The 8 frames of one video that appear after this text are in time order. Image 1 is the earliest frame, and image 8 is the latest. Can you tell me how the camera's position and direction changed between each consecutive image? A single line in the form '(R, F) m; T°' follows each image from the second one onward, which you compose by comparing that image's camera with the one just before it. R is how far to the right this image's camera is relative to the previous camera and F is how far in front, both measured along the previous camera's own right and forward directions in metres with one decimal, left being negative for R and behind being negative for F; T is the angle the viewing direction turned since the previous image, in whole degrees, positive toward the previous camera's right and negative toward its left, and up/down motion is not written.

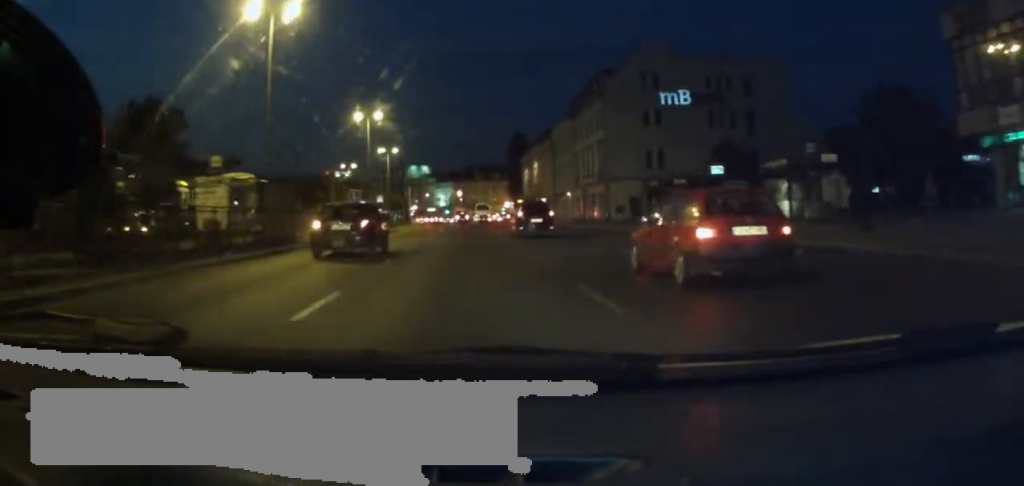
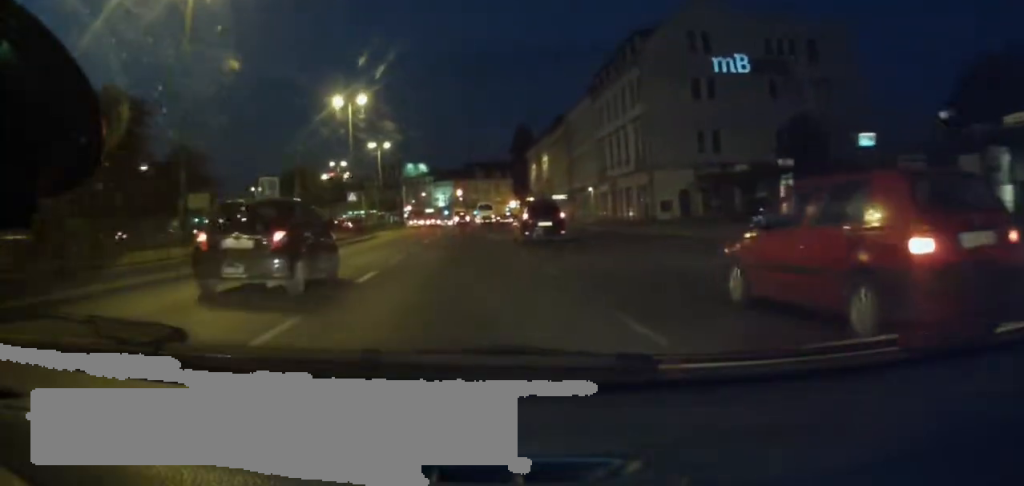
(+0.1, +14.5) m; 0°
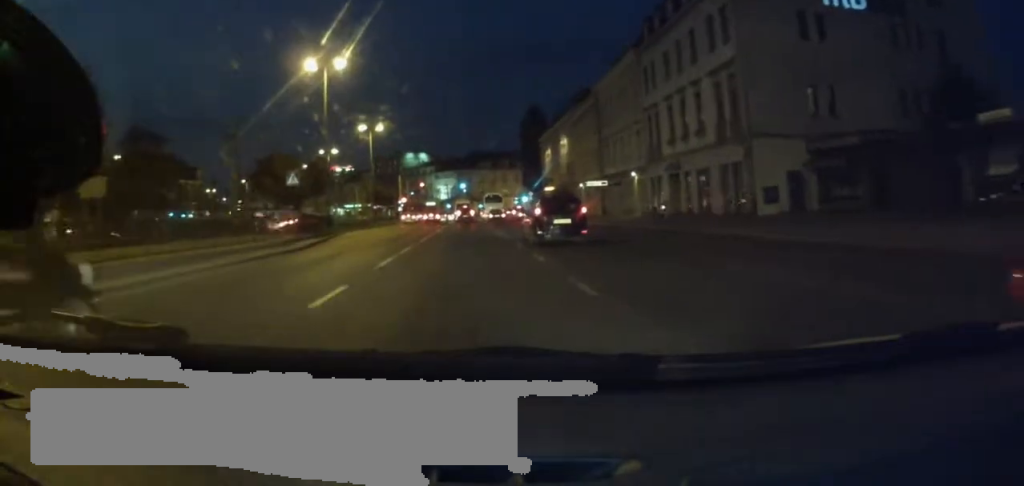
(-0.1, +17.1) m; -1°
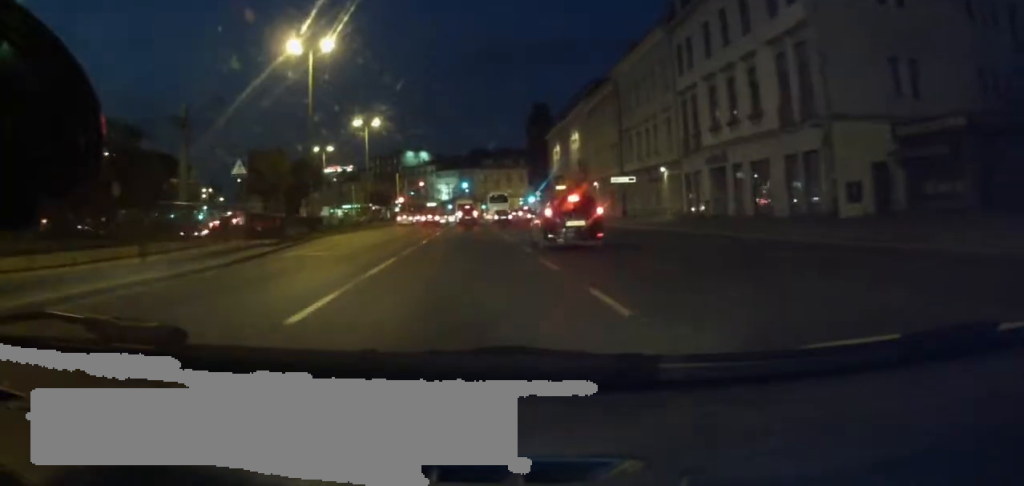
(-0.1, +7.9) m; -1°
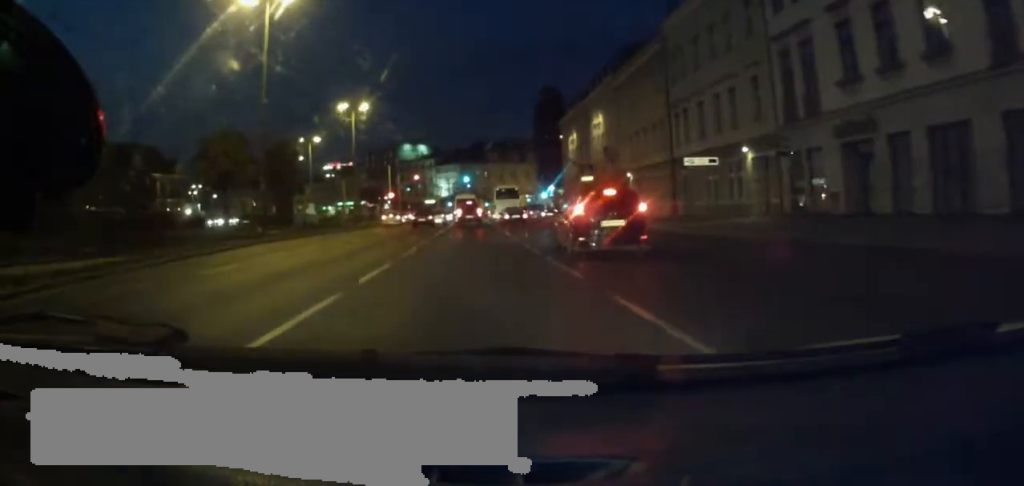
(0.0, +15.1) m; 0°
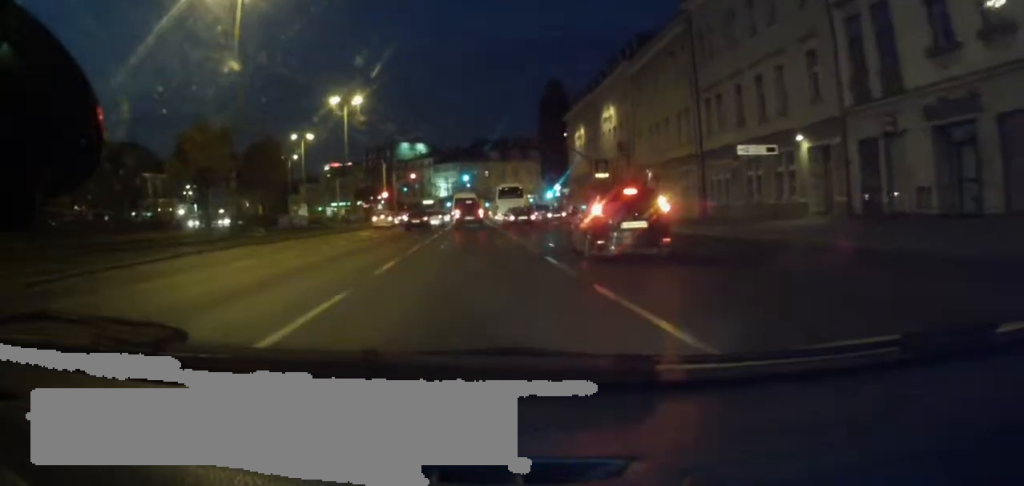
(0.0, +6.6) m; 0°
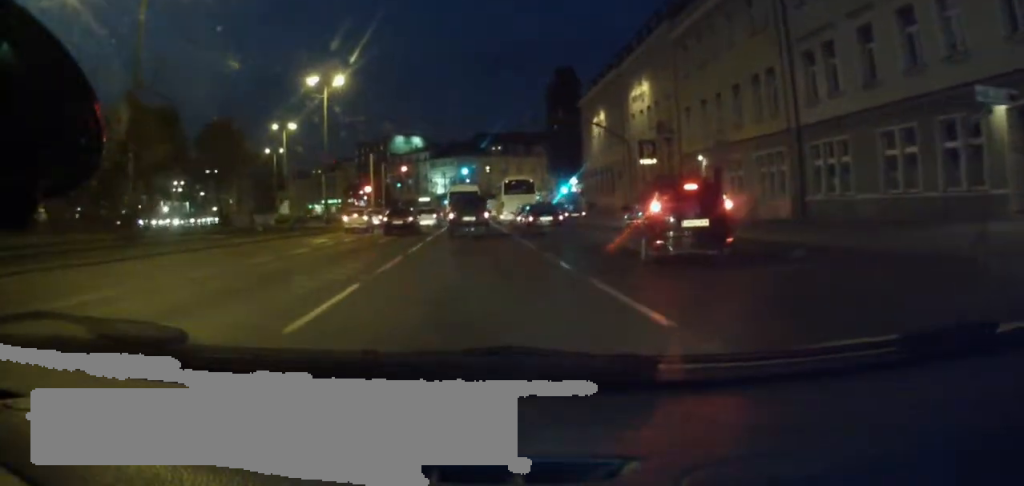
(0.0, +15.0) m; +1°
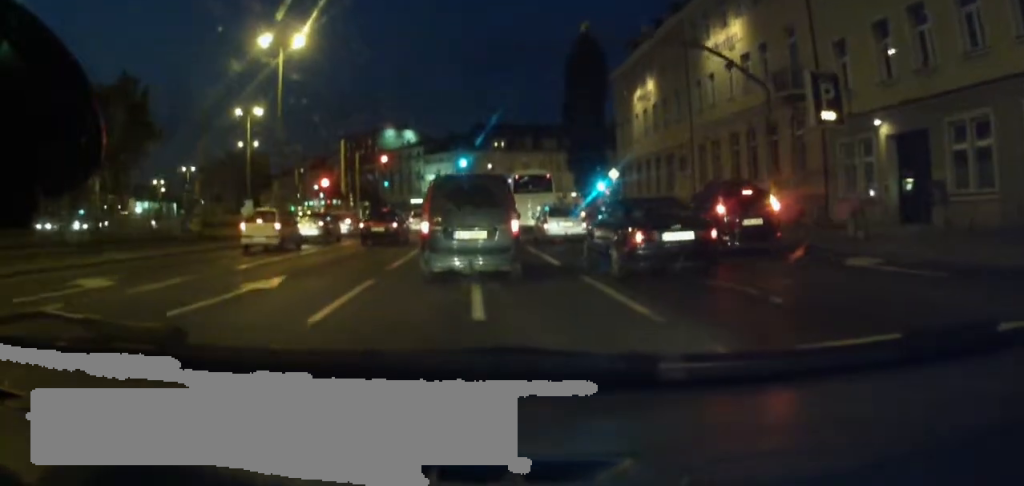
(+0.2, +24.8) m; -1°
